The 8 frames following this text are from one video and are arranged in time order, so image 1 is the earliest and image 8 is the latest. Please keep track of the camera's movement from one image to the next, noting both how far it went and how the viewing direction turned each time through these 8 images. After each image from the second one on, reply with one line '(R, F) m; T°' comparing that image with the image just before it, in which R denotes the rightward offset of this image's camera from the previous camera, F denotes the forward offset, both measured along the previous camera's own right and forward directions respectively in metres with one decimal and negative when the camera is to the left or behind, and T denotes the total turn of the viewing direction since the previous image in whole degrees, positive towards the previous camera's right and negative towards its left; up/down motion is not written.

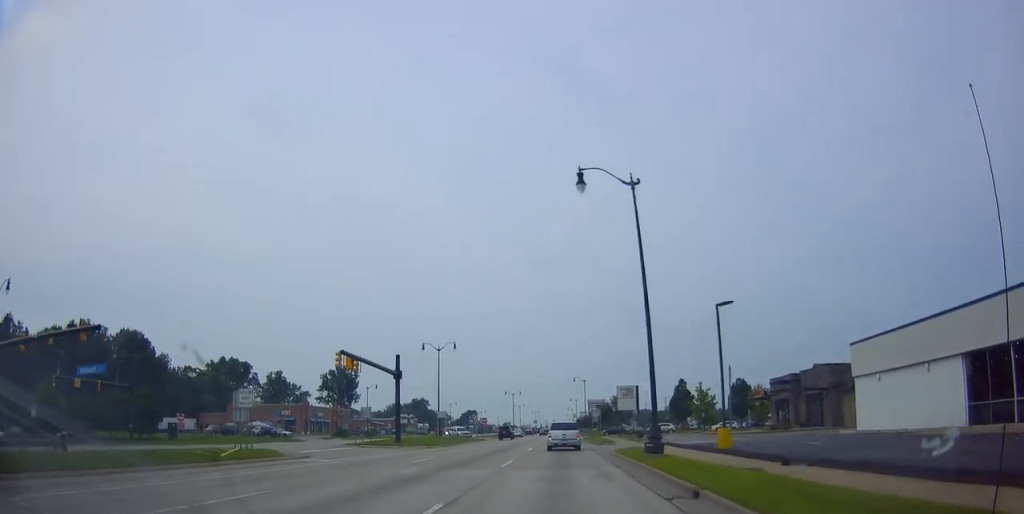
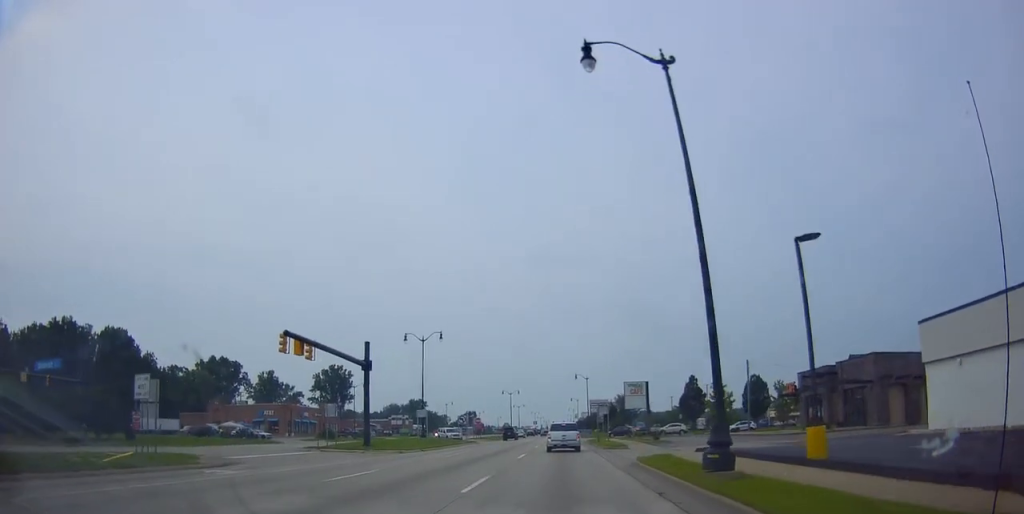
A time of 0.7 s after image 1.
(0.0, +7.8) m; 0°
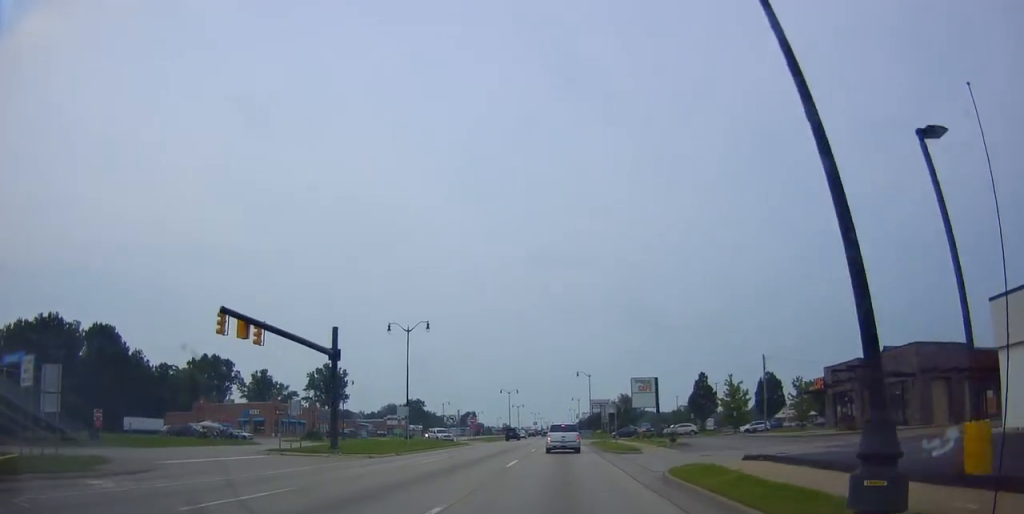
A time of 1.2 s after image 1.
(0.0, +5.9) m; 0°
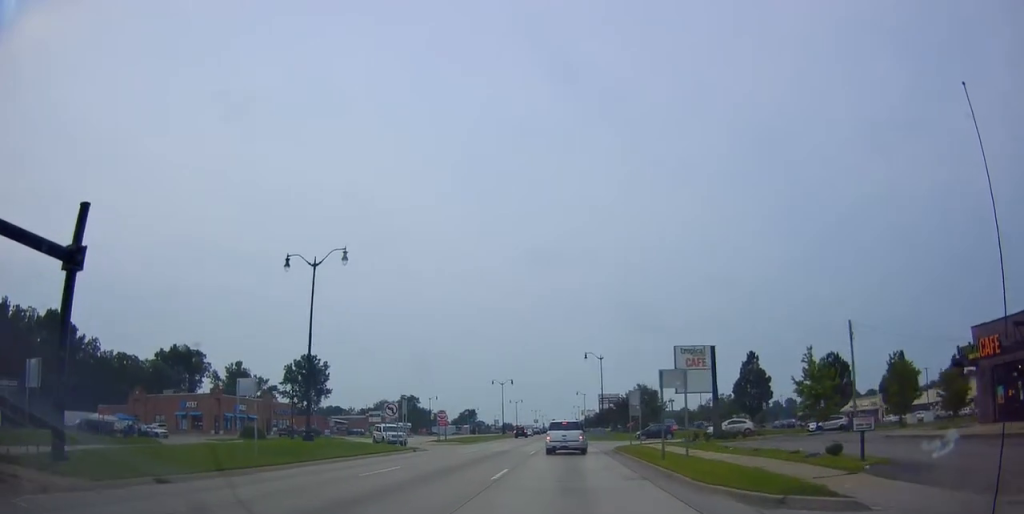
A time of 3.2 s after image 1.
(0.0, +21.5) m; 0°
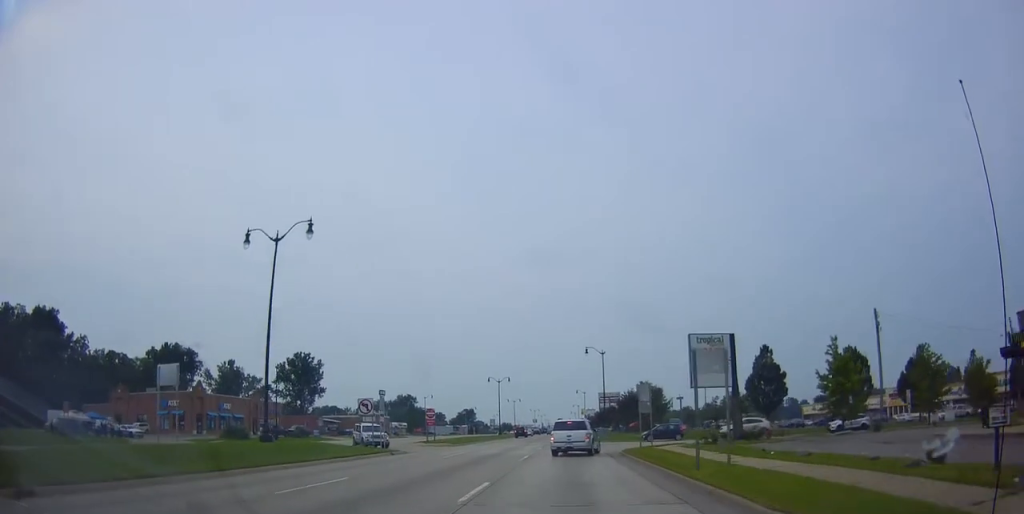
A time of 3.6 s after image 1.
(0.0, +4.8) m; 0°
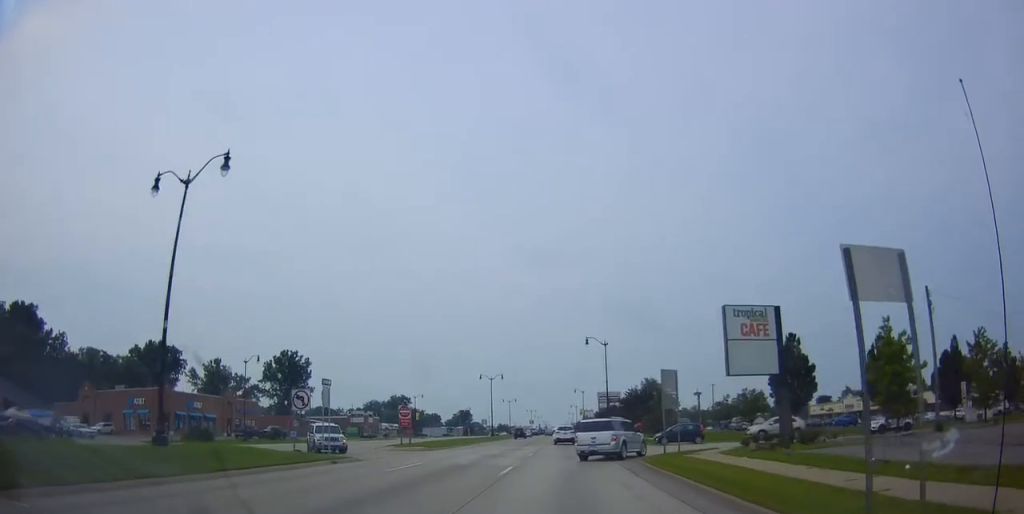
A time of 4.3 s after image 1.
(0.0, +8.1) m; 0°
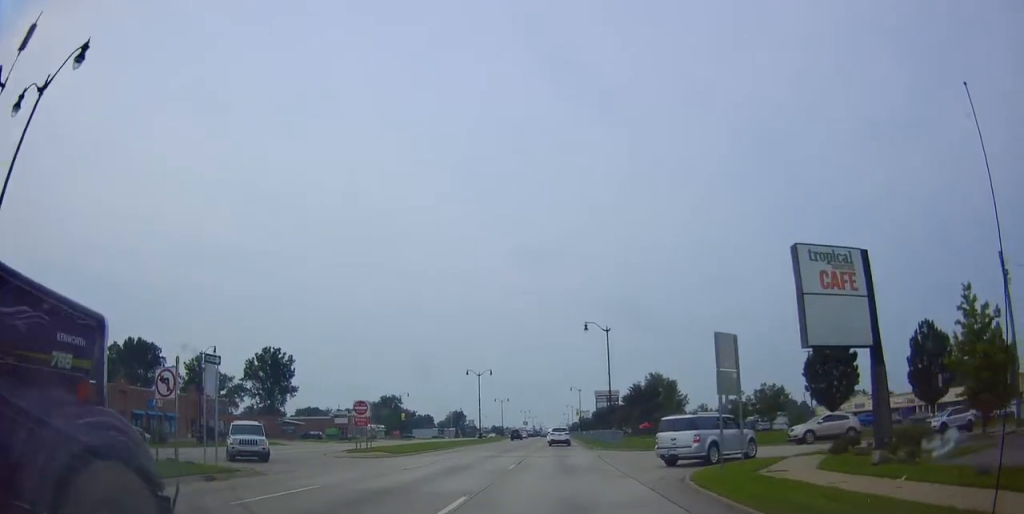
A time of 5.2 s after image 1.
(0.0, +9.1) m; 0°
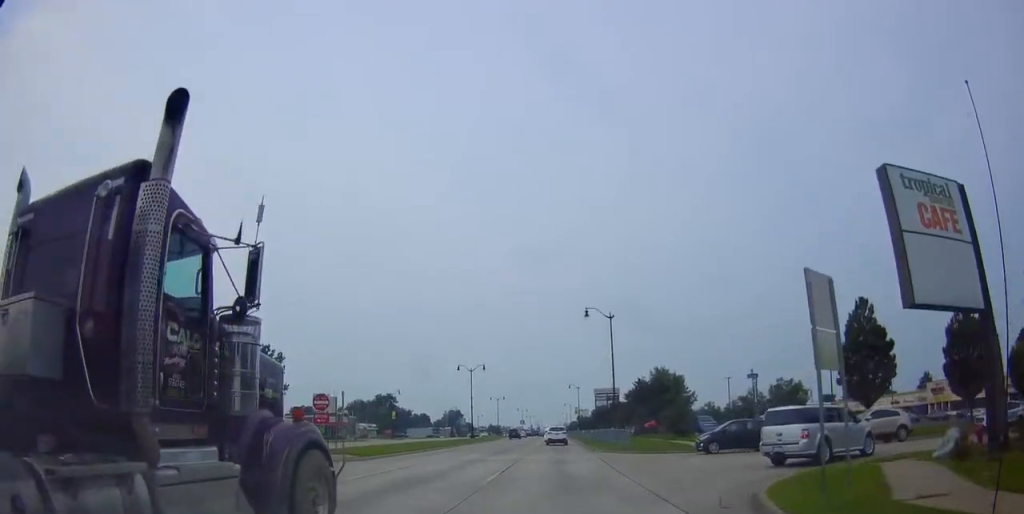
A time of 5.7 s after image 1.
(0.0, +5.7) m; 0°
